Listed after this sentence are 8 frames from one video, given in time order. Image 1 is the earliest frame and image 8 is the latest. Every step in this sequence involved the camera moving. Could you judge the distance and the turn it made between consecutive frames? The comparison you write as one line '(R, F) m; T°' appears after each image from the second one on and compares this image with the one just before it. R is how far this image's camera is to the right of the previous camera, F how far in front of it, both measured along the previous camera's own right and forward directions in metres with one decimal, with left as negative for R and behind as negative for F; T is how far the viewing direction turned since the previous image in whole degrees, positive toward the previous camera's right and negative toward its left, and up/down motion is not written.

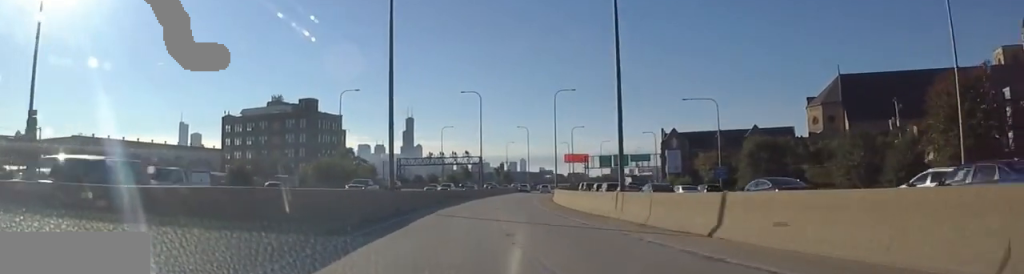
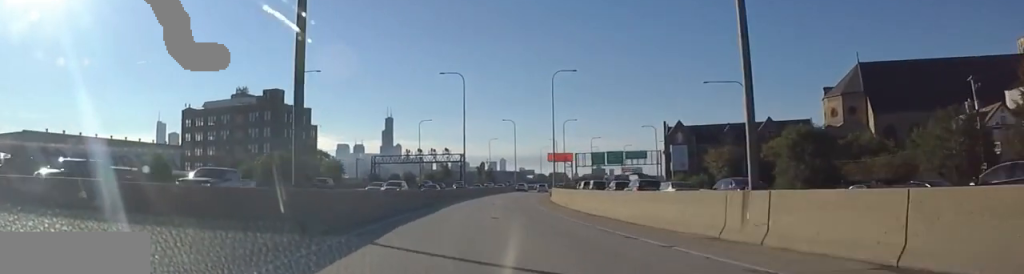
(0.0, +14.7) m; +1°
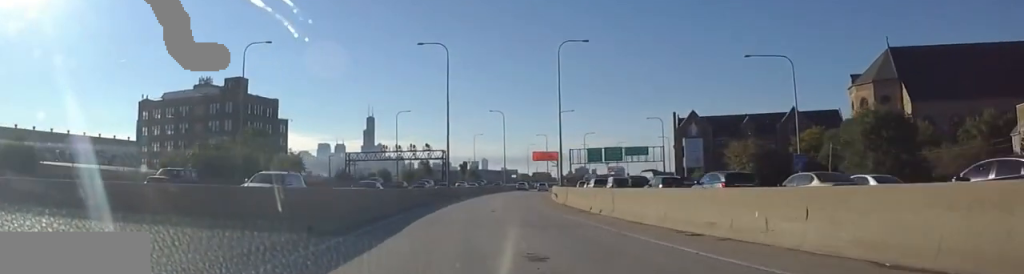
(-0.3, +15.0) m; +2°
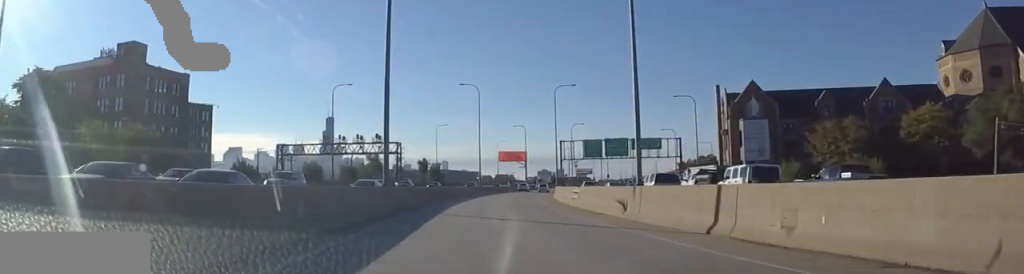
(+1.9, +32.6) m; +7°
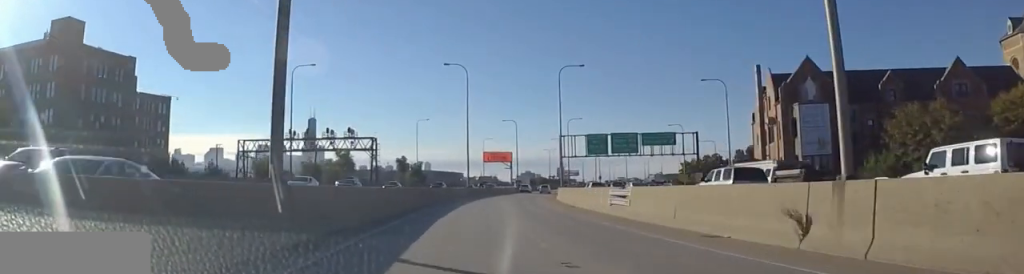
(+0.6, +15.3) m; +1°
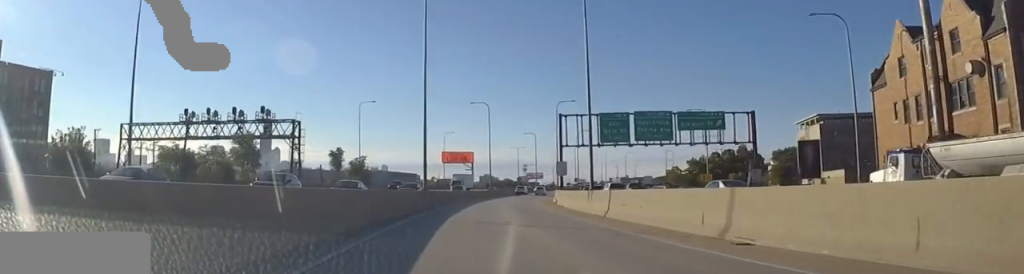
(+0.6, +31.7) m; +2°
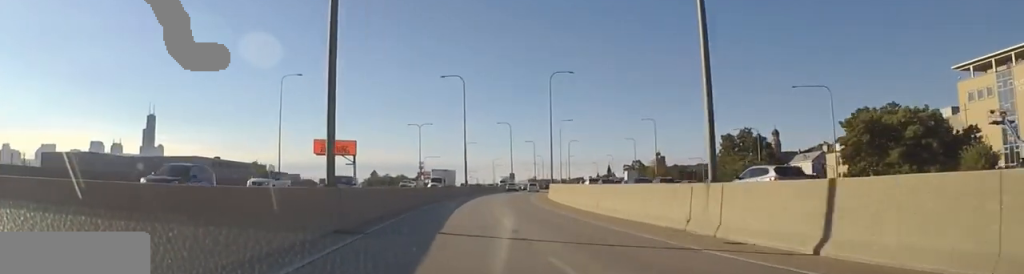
(+7.1, +85.2) m; +10°
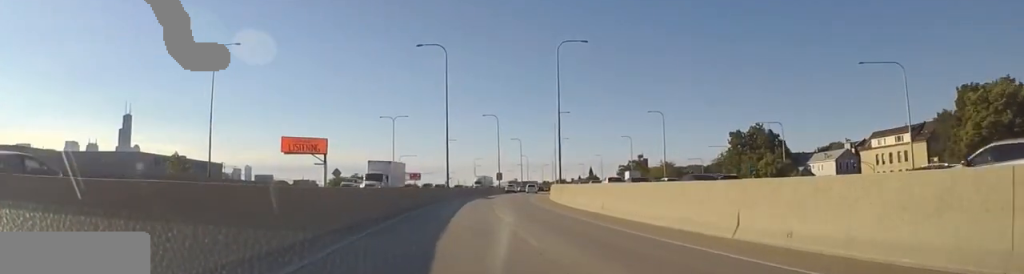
(+0.4, +19.0) m; +3°
